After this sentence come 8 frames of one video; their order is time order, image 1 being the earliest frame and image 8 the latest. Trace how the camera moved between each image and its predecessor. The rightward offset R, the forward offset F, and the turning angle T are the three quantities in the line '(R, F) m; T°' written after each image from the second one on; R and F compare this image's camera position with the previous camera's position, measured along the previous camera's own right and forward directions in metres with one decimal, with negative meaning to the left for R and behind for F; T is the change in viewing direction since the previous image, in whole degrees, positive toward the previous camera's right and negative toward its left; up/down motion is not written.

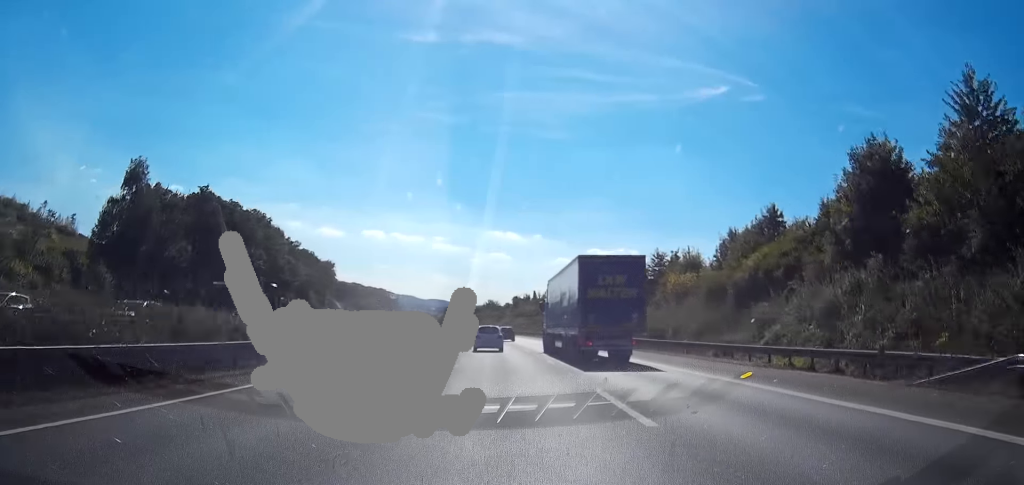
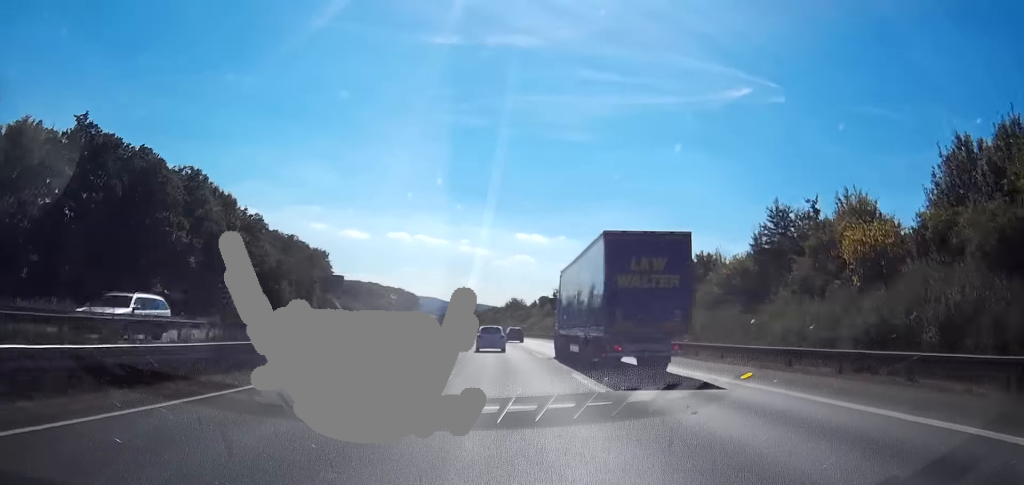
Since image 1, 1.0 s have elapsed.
(-0.5, +31.3) m; -2°
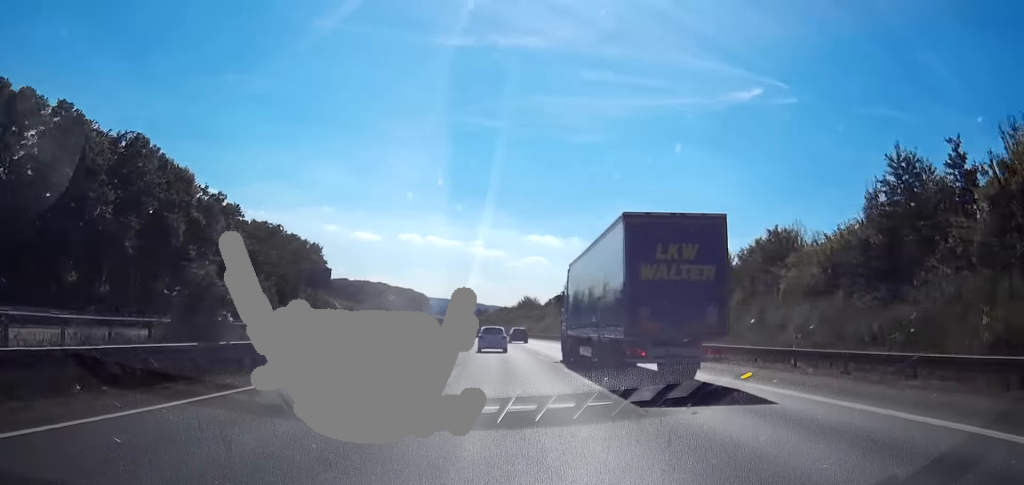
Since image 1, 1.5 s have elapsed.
(-0.3, +16.3) m; -1°
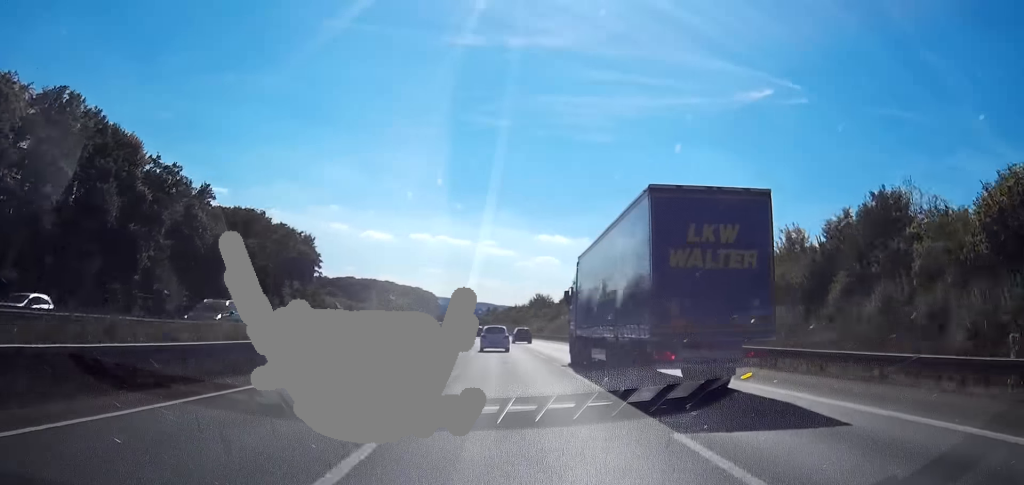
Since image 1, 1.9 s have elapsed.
(0.0, +14.2) m; -1°
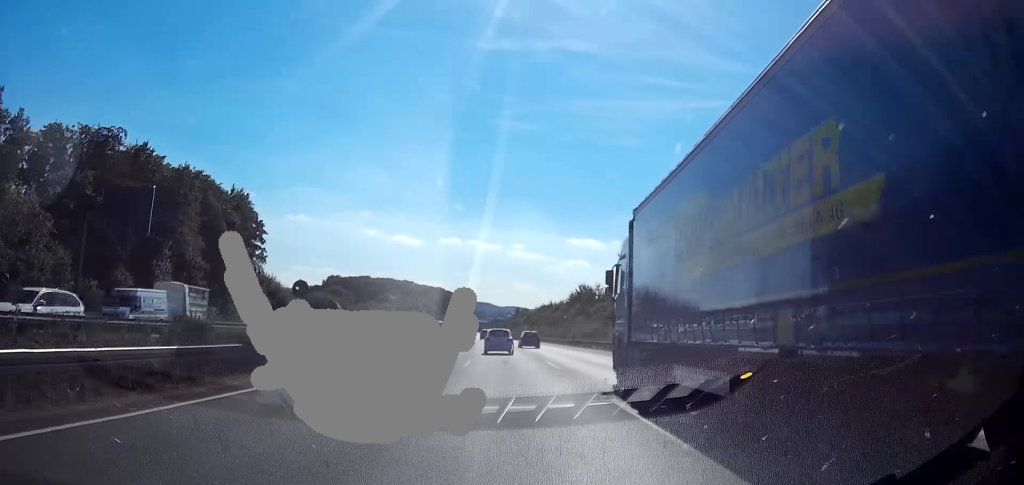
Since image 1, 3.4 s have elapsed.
(-1.1, +49.6) m; -2°
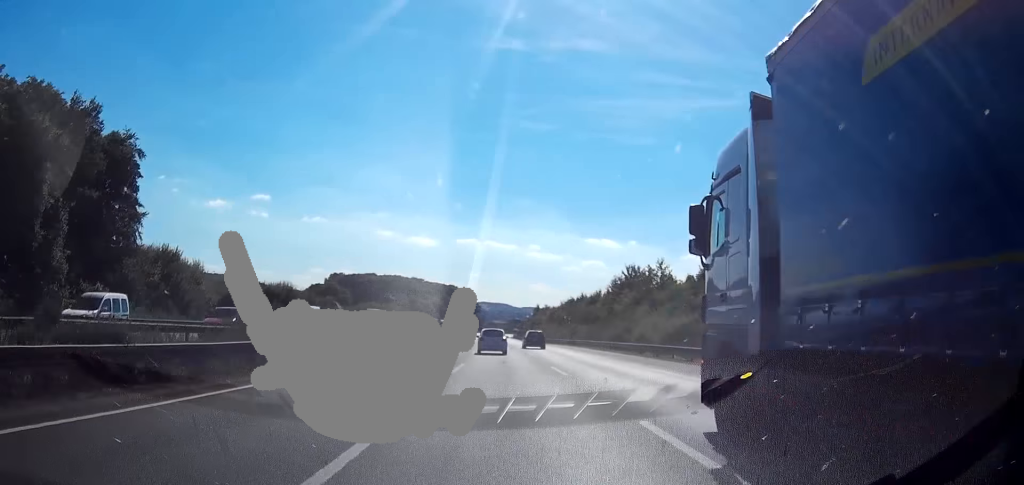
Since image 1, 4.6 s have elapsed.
(-0.7, +40.8) m; -2°
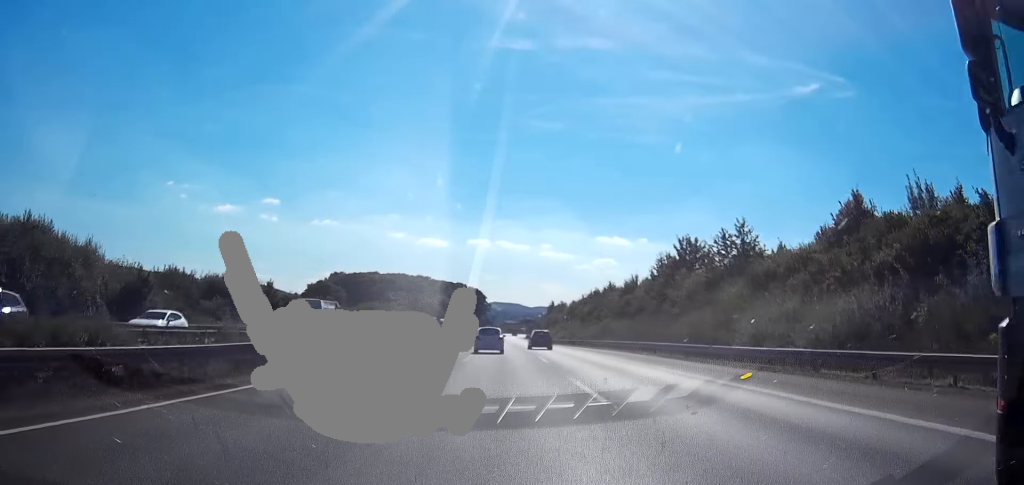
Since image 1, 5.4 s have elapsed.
(-0.2, +27.6) m; 0°
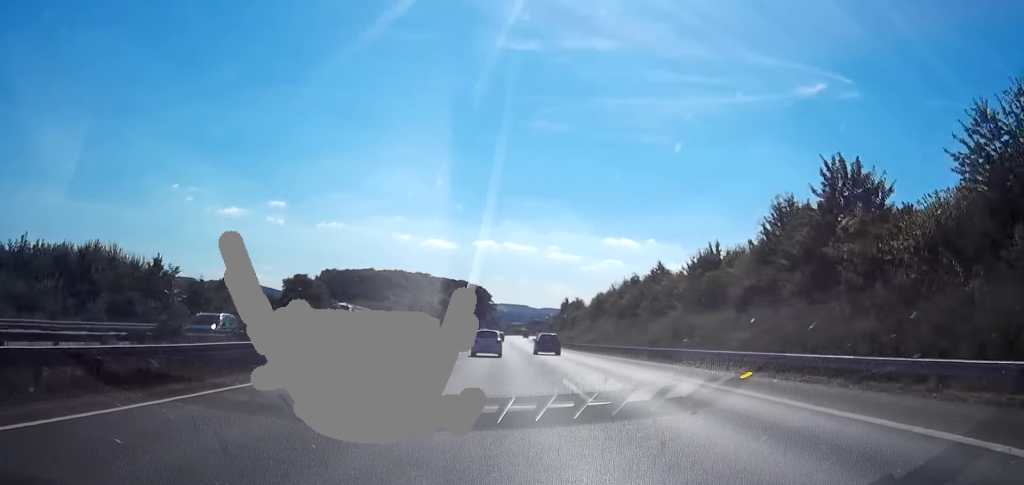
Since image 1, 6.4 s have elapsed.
(+0.2, +35.7) m; 0°
